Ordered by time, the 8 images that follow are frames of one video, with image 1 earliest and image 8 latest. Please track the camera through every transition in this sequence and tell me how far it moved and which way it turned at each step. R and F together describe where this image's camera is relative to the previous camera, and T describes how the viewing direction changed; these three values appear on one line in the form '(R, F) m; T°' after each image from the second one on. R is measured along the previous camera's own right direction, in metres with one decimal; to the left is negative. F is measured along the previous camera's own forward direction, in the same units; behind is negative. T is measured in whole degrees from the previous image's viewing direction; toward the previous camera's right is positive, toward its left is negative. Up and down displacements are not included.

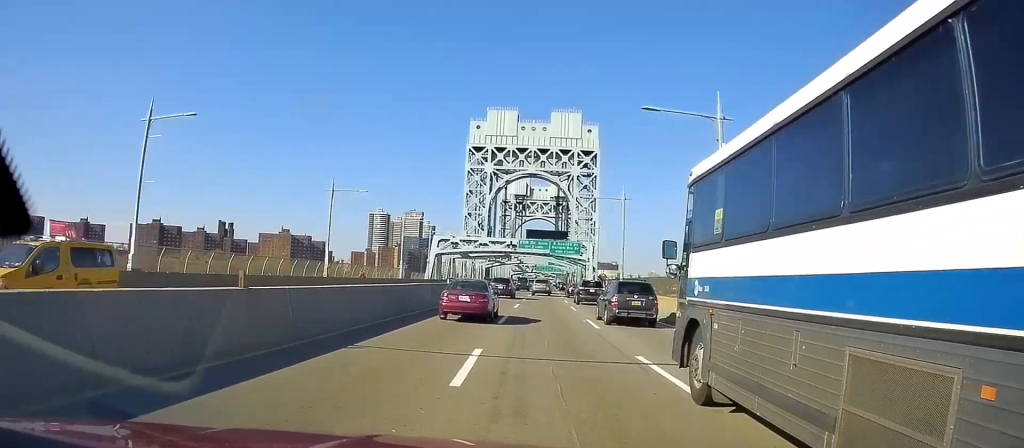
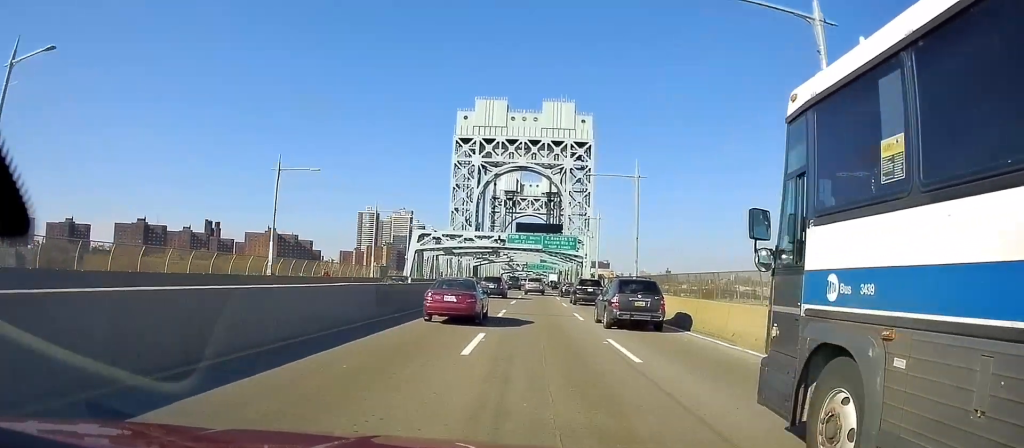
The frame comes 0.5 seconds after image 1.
(+0.3, +8.9) m; +2°
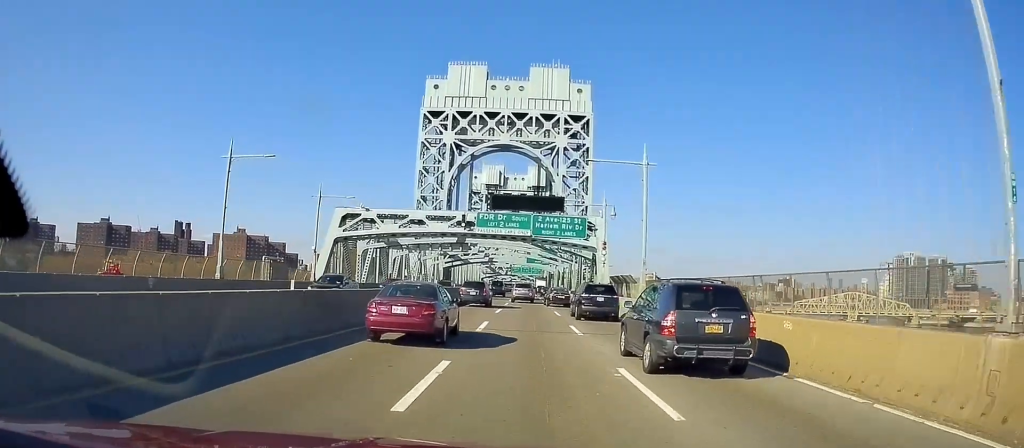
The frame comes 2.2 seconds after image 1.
(+1.0, +29.7) m; +2°
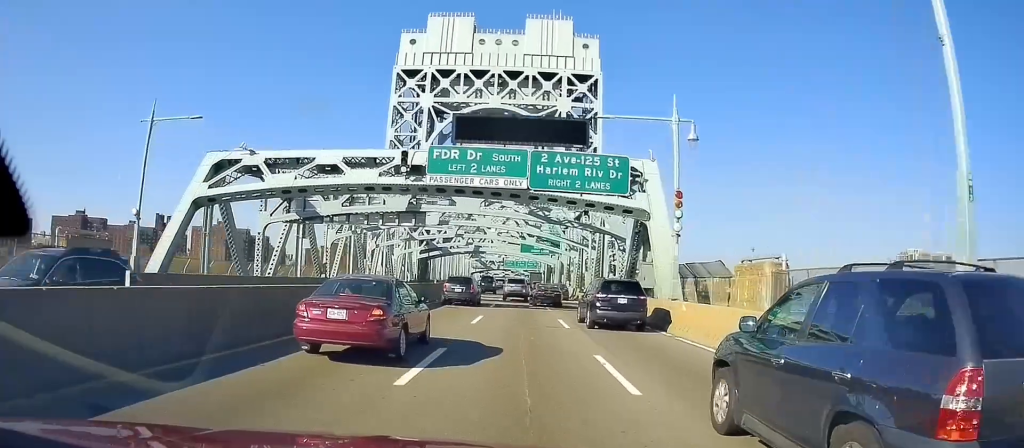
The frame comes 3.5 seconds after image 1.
(-0.2, +23.6) m; 0°
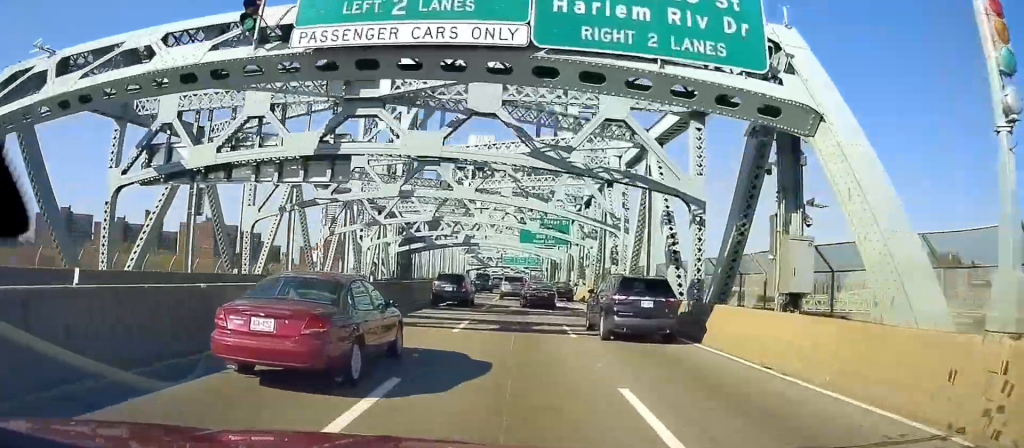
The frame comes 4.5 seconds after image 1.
(+0.1, +16.6) m; +1°
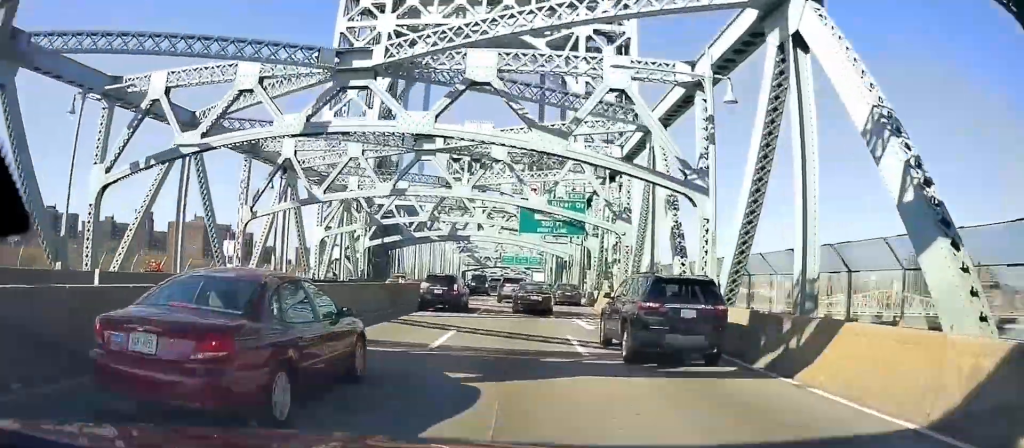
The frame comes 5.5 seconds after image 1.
(+0.2, +15.9) m; 0°
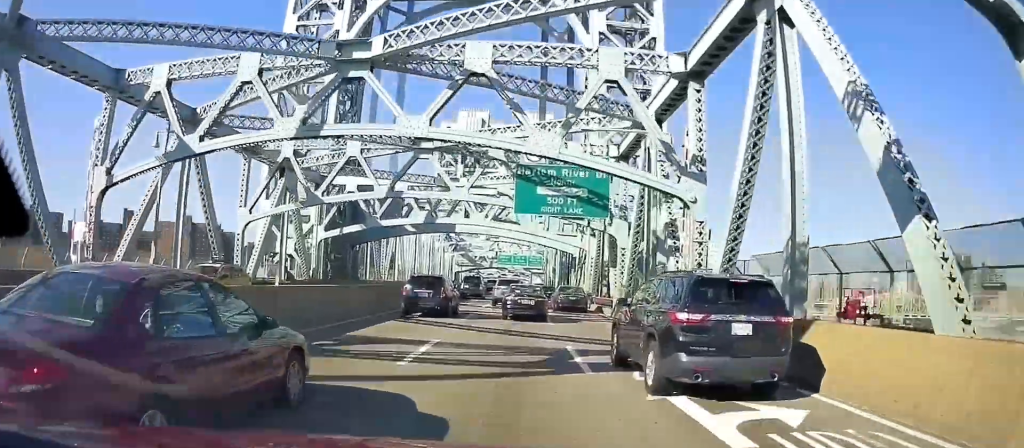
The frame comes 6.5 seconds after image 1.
(-0.1, +14.9) m; -2°
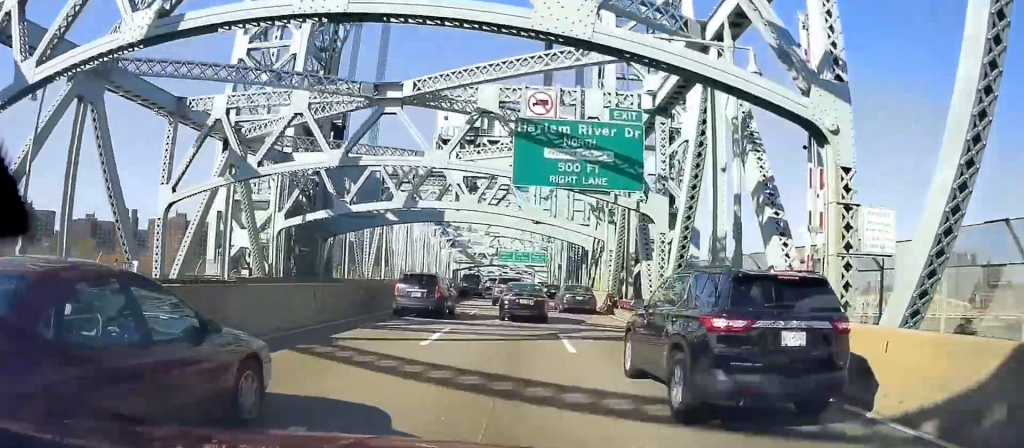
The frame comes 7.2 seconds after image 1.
(-0.1, +9.8) m; -1°
